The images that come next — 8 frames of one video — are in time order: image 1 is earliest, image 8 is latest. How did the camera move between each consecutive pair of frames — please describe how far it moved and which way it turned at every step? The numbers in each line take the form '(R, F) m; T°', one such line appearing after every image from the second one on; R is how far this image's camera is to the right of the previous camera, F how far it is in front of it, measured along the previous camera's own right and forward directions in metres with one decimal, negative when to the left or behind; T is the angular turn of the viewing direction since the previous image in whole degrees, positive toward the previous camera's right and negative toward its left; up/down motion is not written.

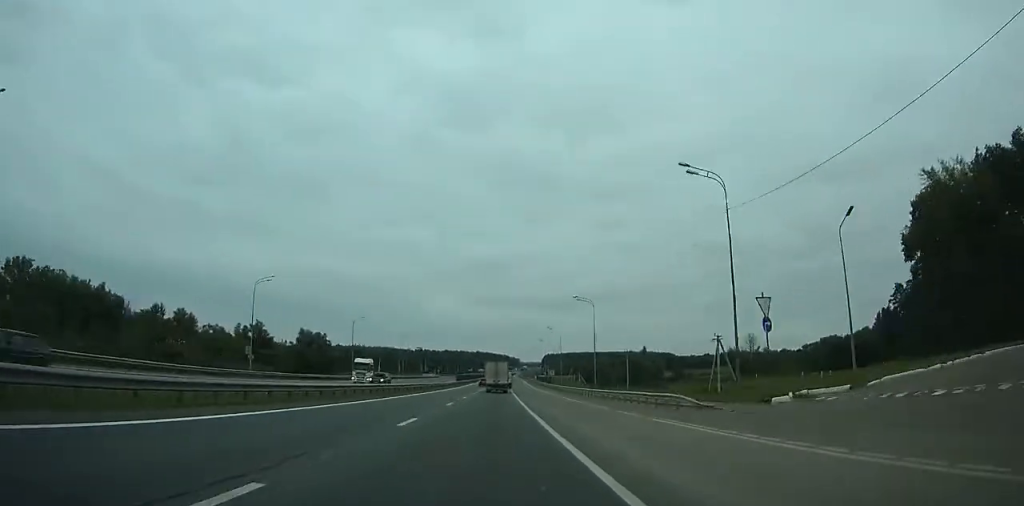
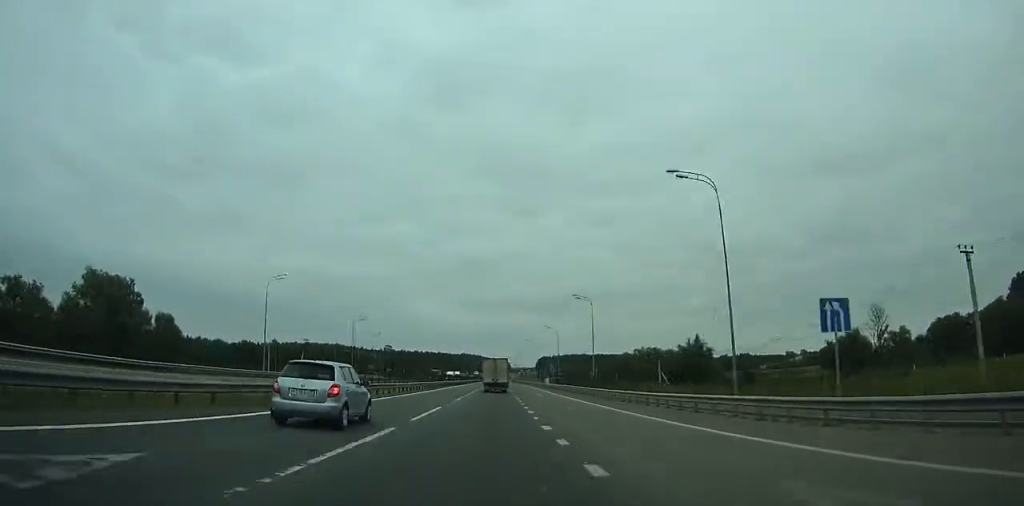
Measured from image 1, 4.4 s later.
(+0.7, +89.6) m; +1°
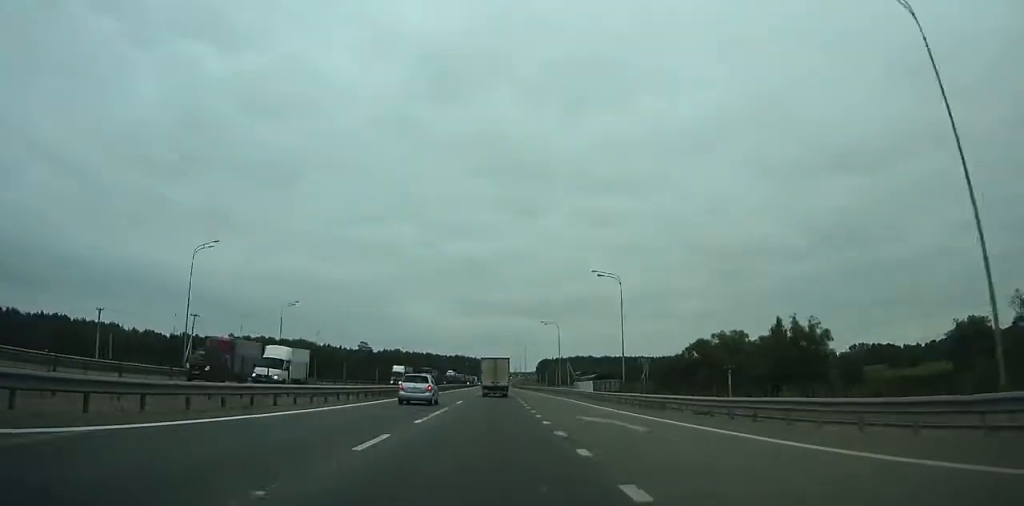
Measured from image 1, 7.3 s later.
(+0.2, +61.4) m; 0°
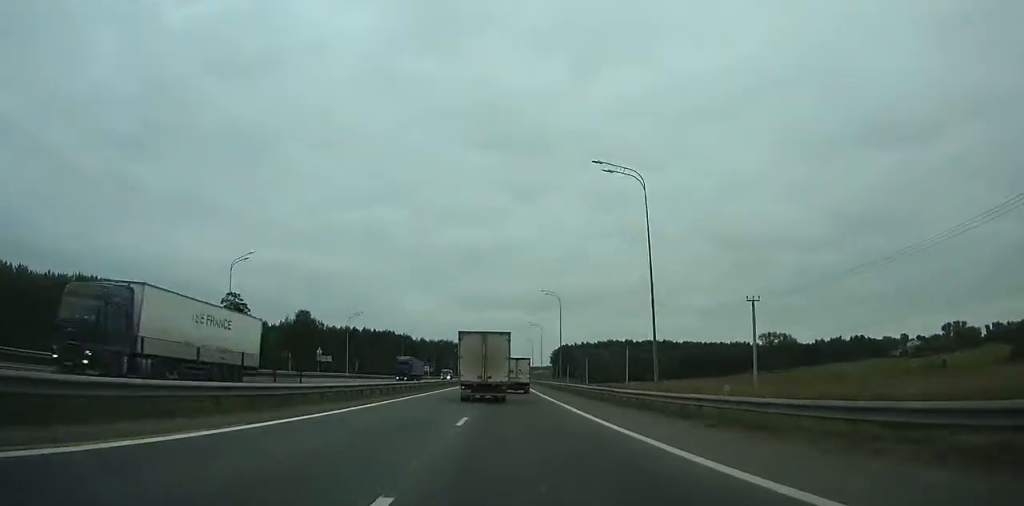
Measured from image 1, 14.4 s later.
(+0.3, +156.3) m; 0°
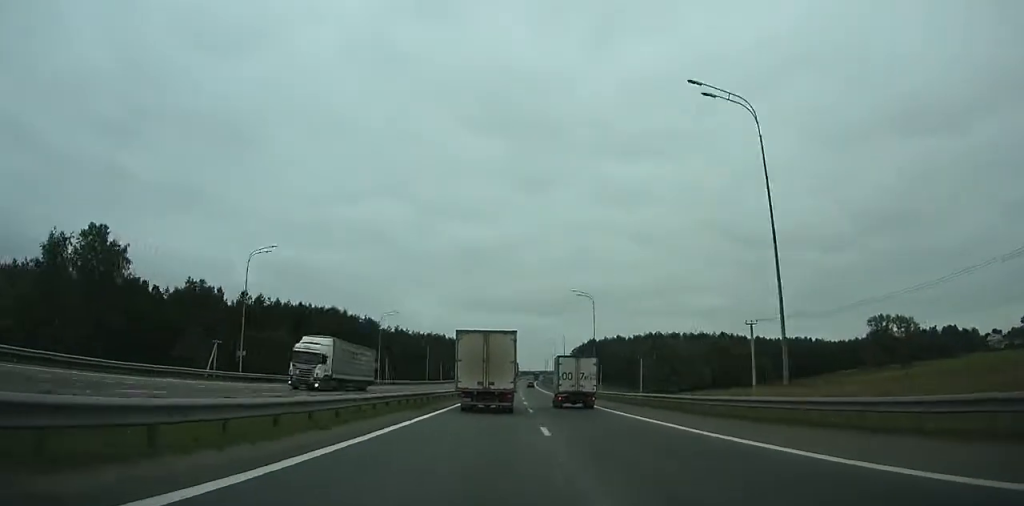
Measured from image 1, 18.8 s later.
(-0.9, +97.7) m; 0°
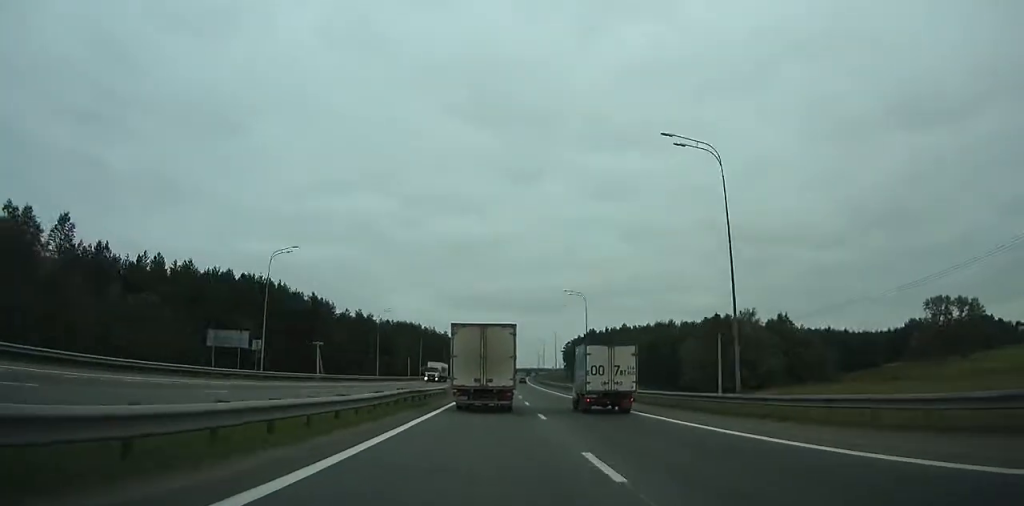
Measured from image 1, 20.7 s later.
(+0.1, +41.8) m; +1°
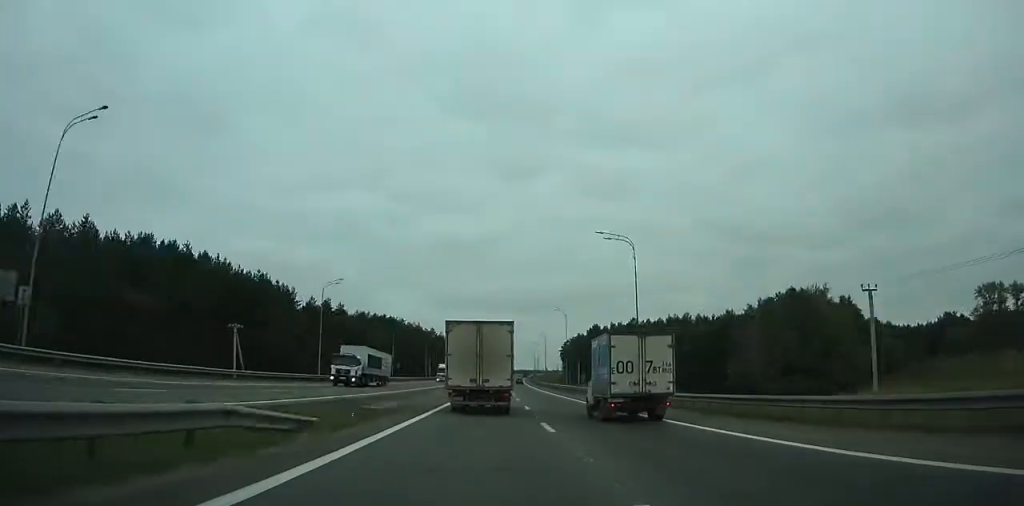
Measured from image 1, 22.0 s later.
(+0.2, +28.5) m; +1°
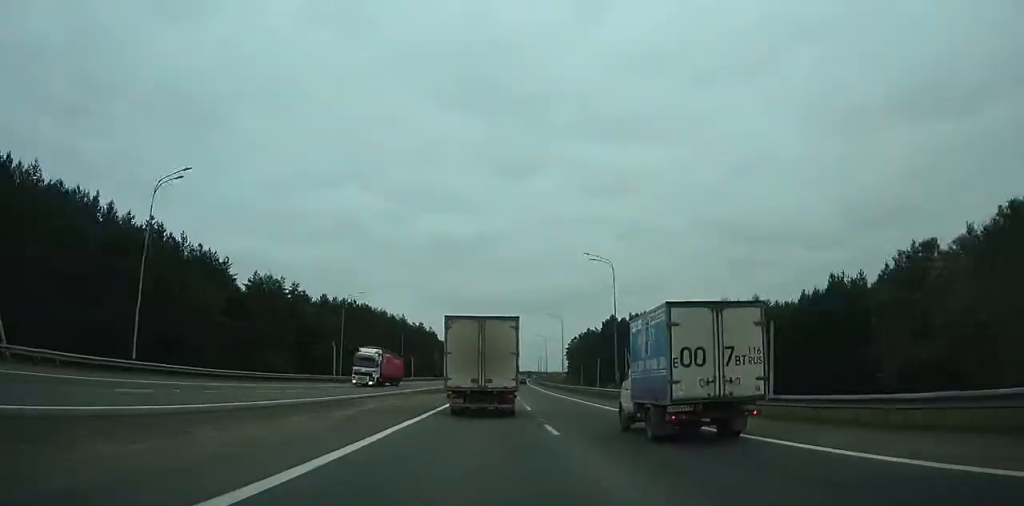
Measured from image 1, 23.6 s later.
(+0.2, +35.0) m; +1°
